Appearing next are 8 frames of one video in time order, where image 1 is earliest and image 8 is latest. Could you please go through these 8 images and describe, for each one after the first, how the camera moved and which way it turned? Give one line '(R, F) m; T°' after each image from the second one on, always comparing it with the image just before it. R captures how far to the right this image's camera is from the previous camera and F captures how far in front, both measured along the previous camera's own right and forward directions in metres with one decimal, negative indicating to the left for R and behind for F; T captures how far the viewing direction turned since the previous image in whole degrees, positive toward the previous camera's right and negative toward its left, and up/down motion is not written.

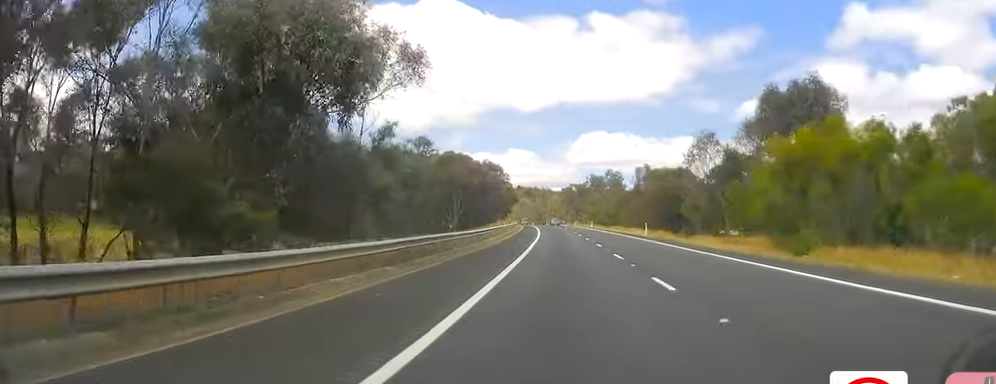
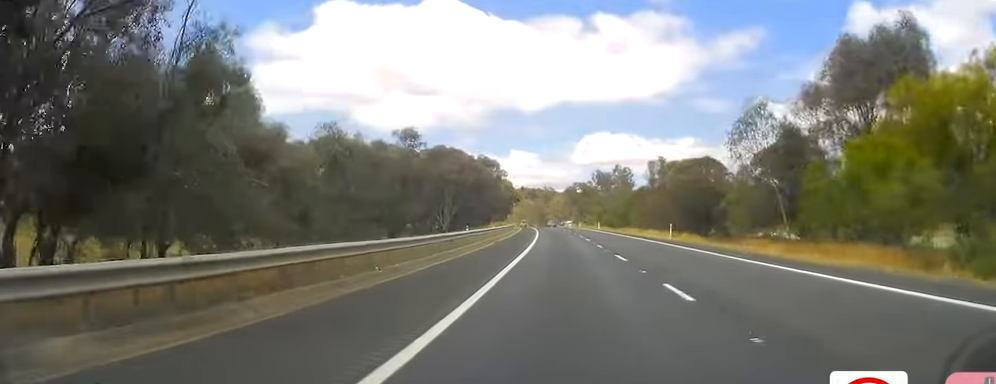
(-0.1, +13.7) m; +1°
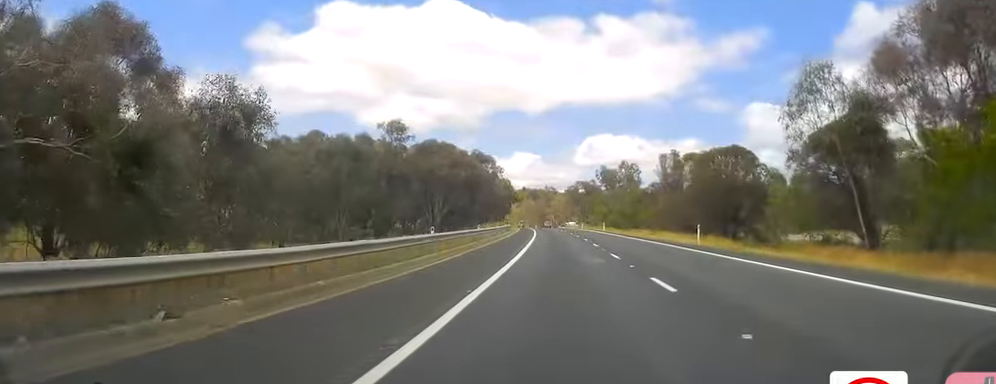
(+0.2, +10.5) m; 0°
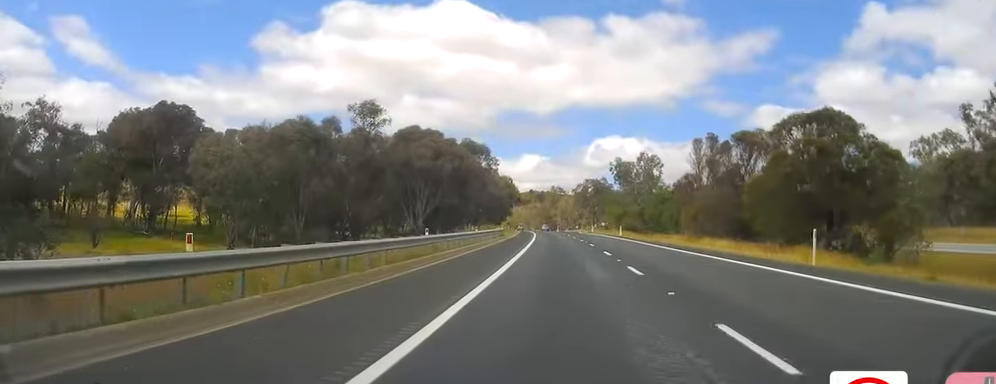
(-0.5, +19.1) m; -2°
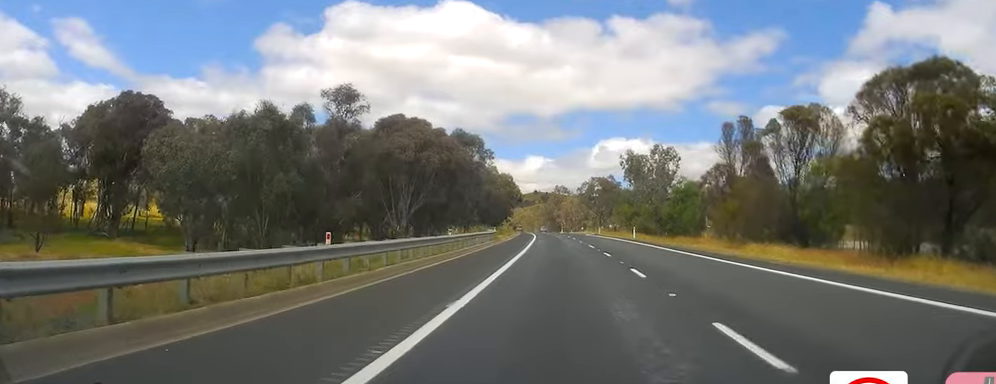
(+0.2, +11.8) m; +1°
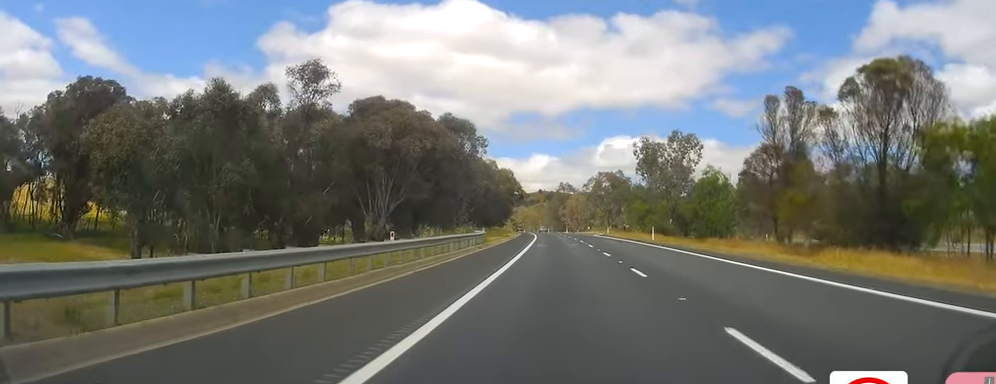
(0.0, +11.7) m; -1°
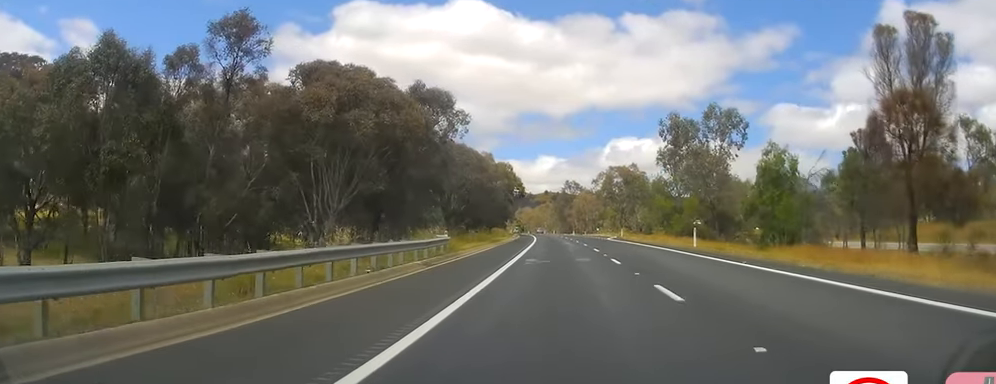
(-0.3, +17.2) m; 0°
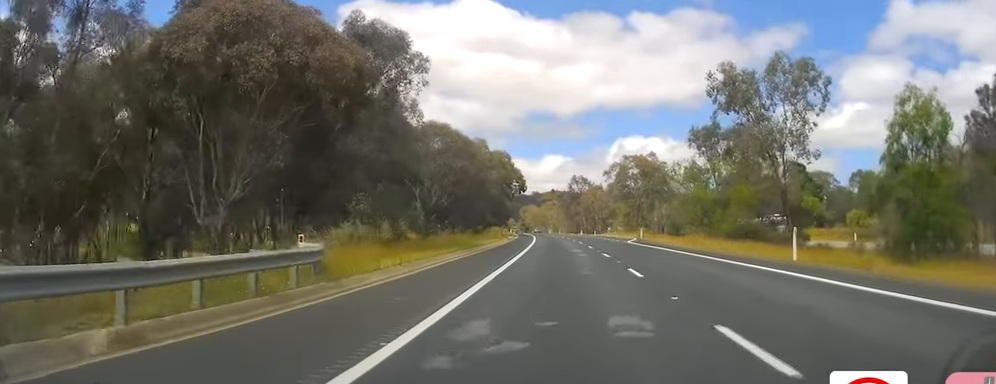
(0.0, +18.1) m; -2°
